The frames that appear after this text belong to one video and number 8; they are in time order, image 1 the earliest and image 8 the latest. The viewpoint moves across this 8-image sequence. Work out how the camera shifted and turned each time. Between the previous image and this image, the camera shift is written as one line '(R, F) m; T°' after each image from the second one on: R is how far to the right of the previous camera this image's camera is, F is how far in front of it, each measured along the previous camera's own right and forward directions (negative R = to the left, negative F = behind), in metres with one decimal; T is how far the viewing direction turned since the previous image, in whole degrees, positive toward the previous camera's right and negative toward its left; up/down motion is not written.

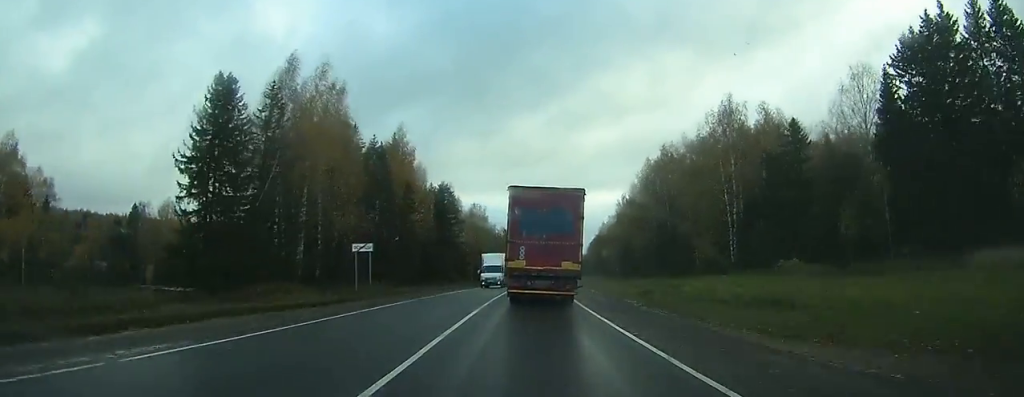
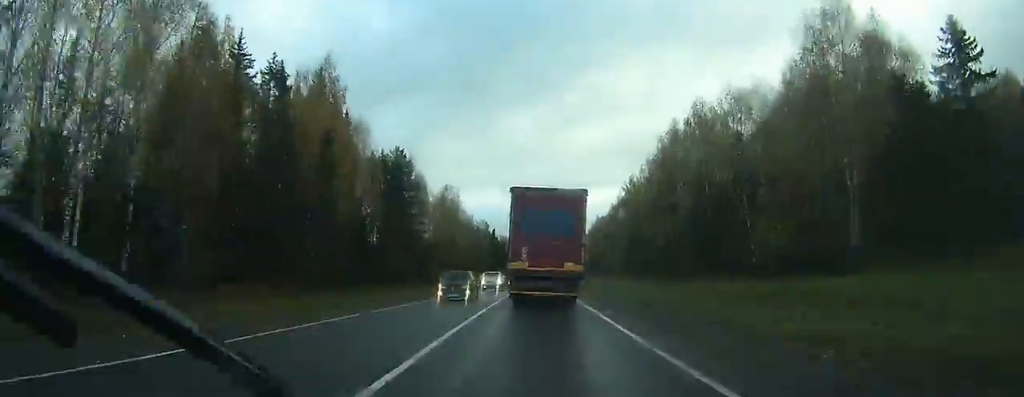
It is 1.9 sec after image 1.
(+0.3, +31.8) m; +1°
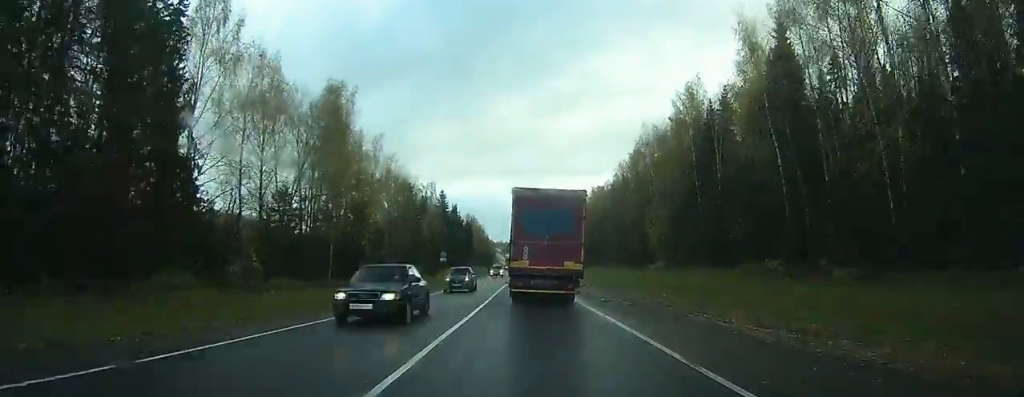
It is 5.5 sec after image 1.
(+1.5, +63.2) m; +2°
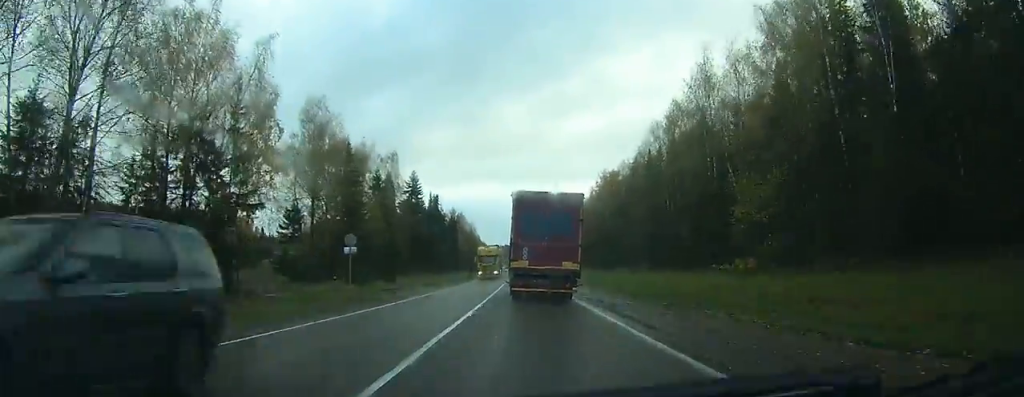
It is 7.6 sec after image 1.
(+0.1, +36.2) m; 0°
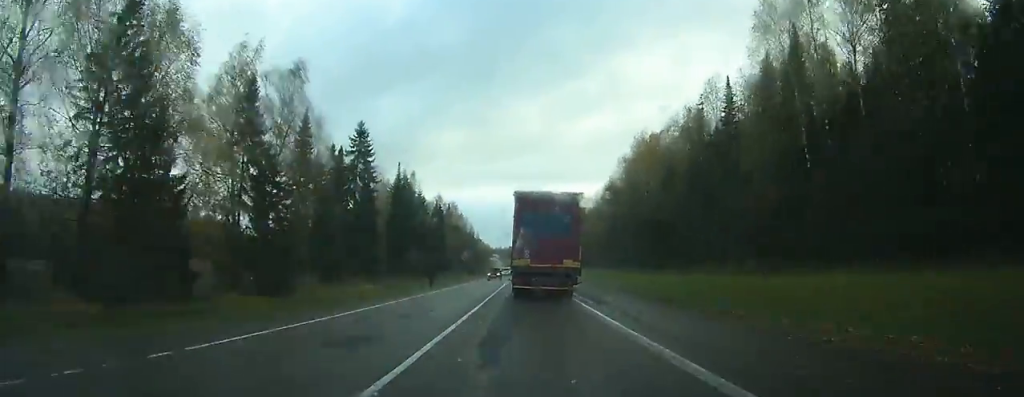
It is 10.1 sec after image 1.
(-0.2, +43.8) m; 0°
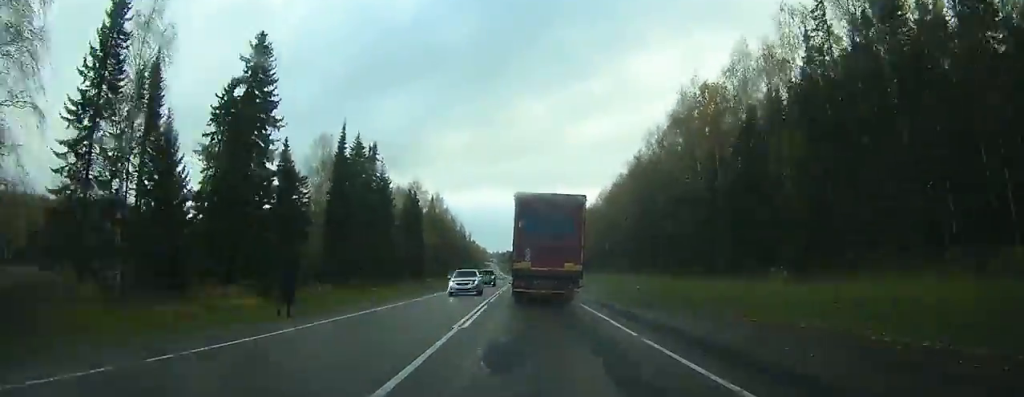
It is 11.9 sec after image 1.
(+0.1, +33.6) m; 0°
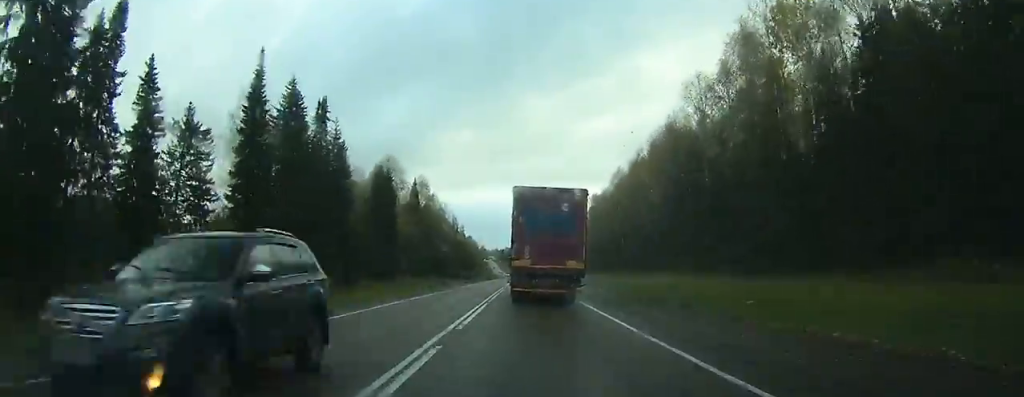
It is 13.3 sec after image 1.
(0.0, +24.2) m; 0°
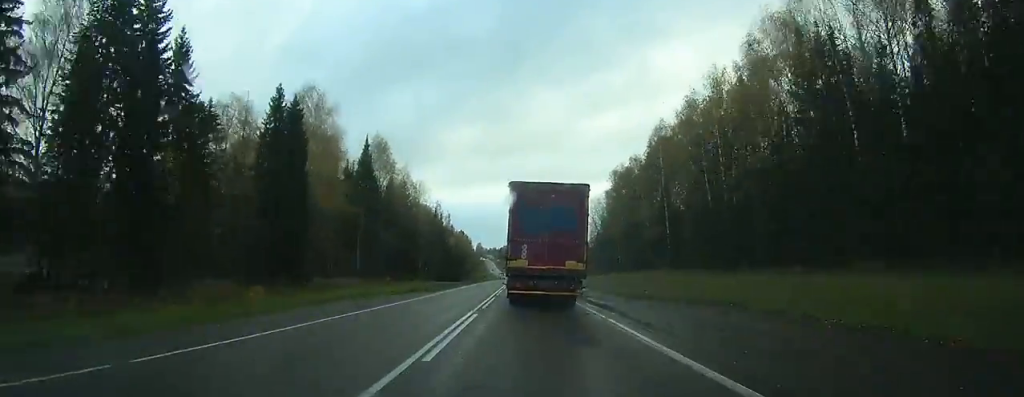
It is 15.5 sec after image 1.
(+0.1, +39.9) m; 0°
